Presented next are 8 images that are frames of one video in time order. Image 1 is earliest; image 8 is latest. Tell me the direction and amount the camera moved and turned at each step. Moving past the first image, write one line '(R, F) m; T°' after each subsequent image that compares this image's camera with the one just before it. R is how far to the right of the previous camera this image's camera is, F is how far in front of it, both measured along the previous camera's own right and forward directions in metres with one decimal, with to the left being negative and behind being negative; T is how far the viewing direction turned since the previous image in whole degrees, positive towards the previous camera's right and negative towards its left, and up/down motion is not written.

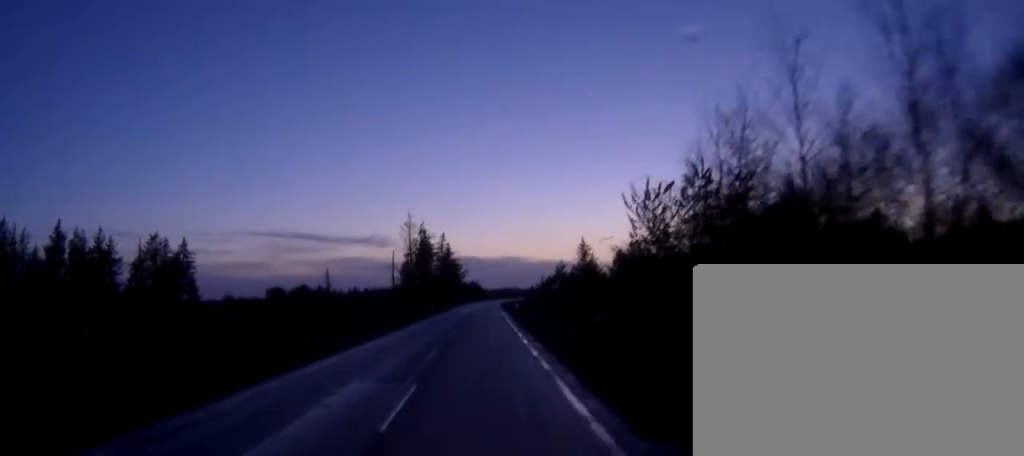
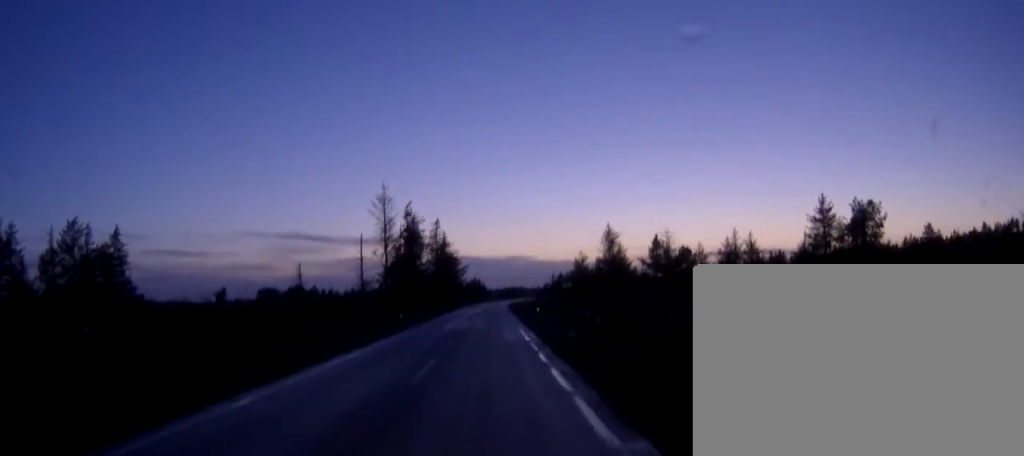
(+0.2, +33.1) m; 0°
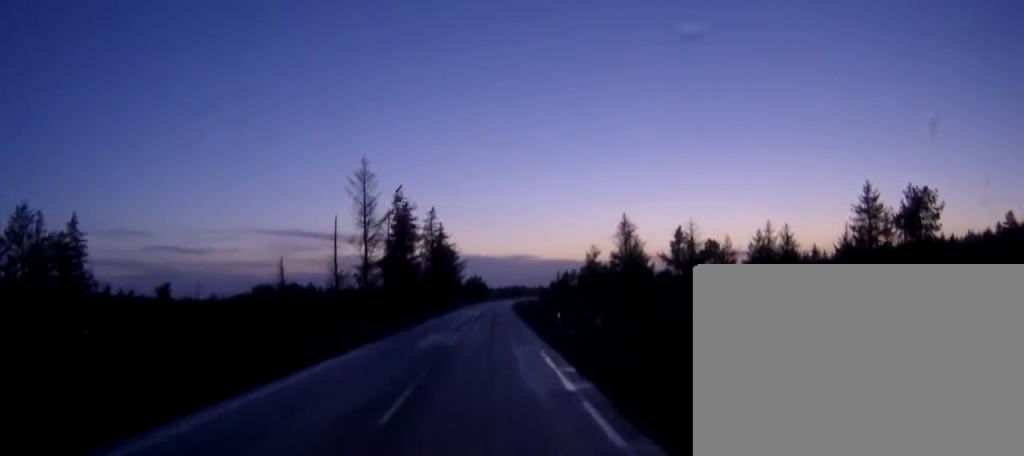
(+0.1, +15.4) m; 0°
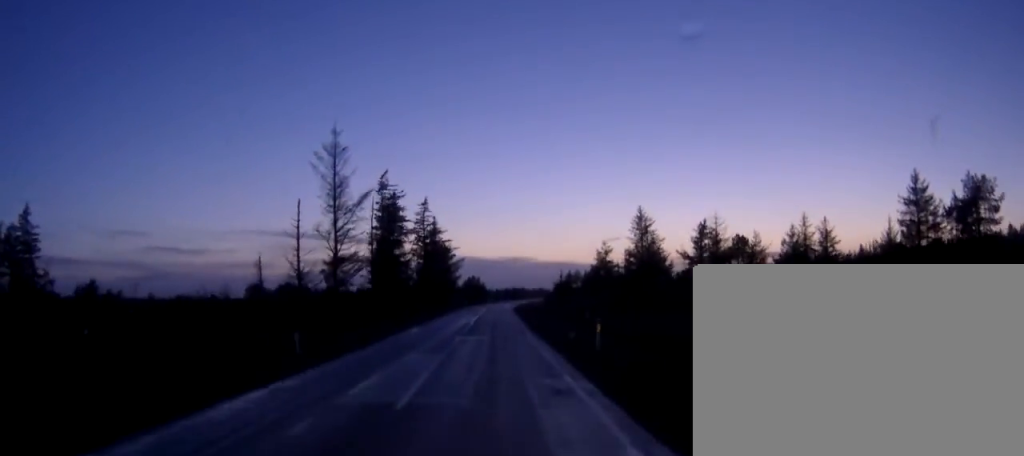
(0.0, +14.0) m; 0°
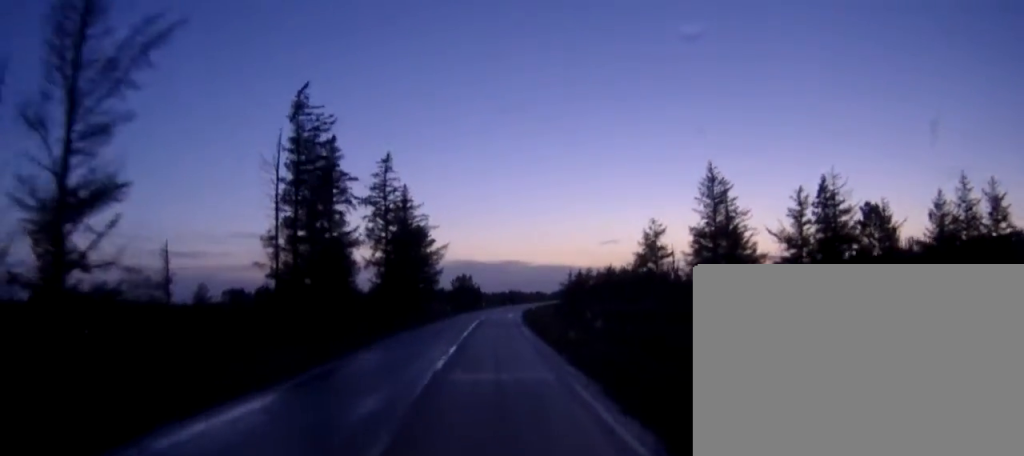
(-0.9, +39.4) m; -1°
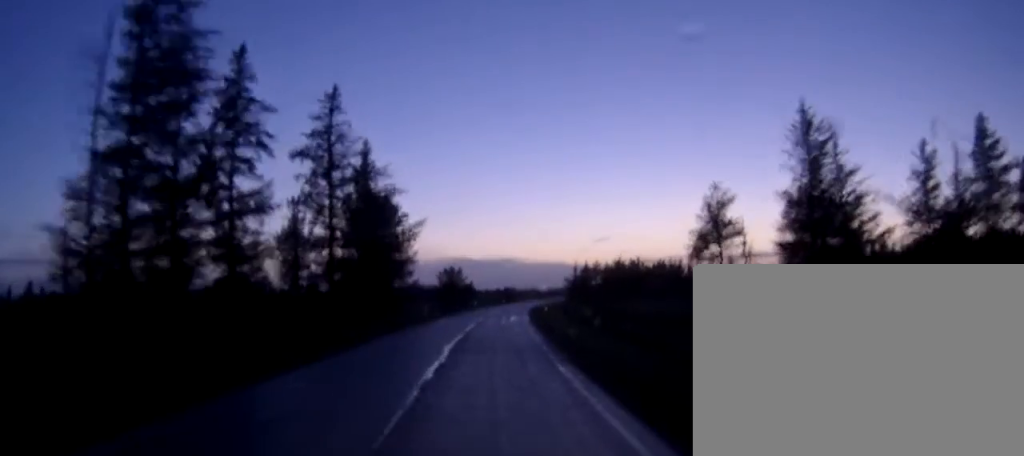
(+0.5, +25.4) m; +1°
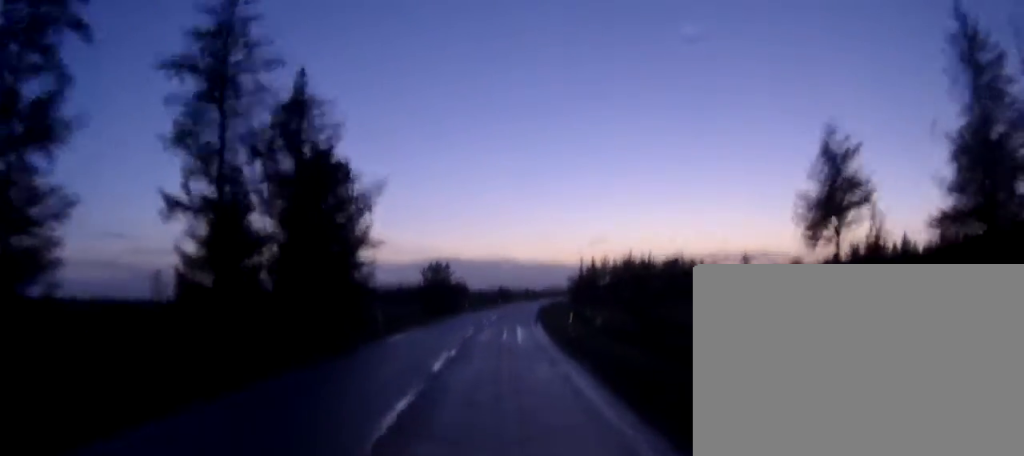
(+0.1, +21.9) m; +1°
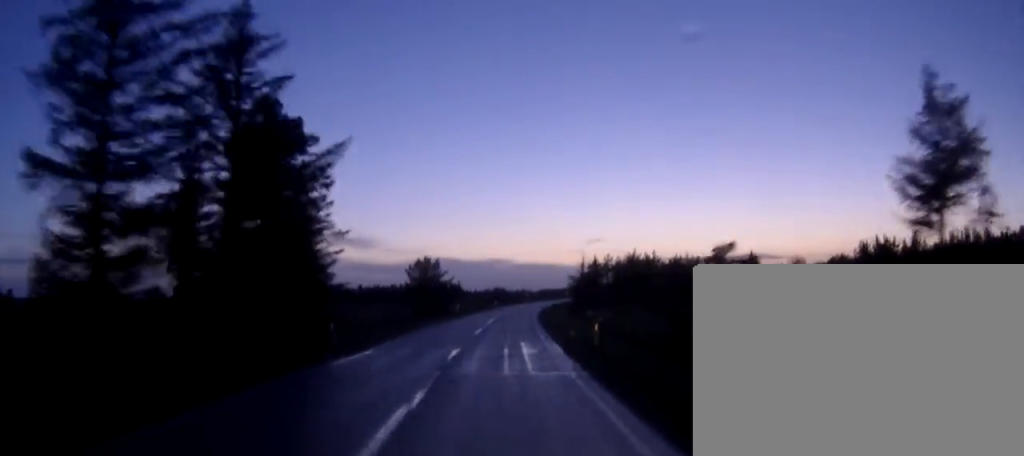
(0.0, +10.6) m; +1°
